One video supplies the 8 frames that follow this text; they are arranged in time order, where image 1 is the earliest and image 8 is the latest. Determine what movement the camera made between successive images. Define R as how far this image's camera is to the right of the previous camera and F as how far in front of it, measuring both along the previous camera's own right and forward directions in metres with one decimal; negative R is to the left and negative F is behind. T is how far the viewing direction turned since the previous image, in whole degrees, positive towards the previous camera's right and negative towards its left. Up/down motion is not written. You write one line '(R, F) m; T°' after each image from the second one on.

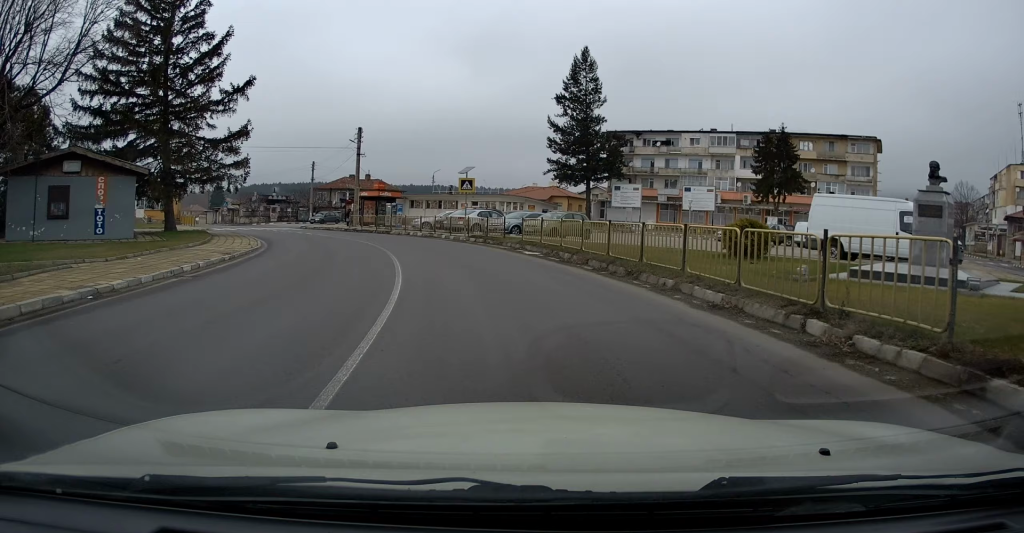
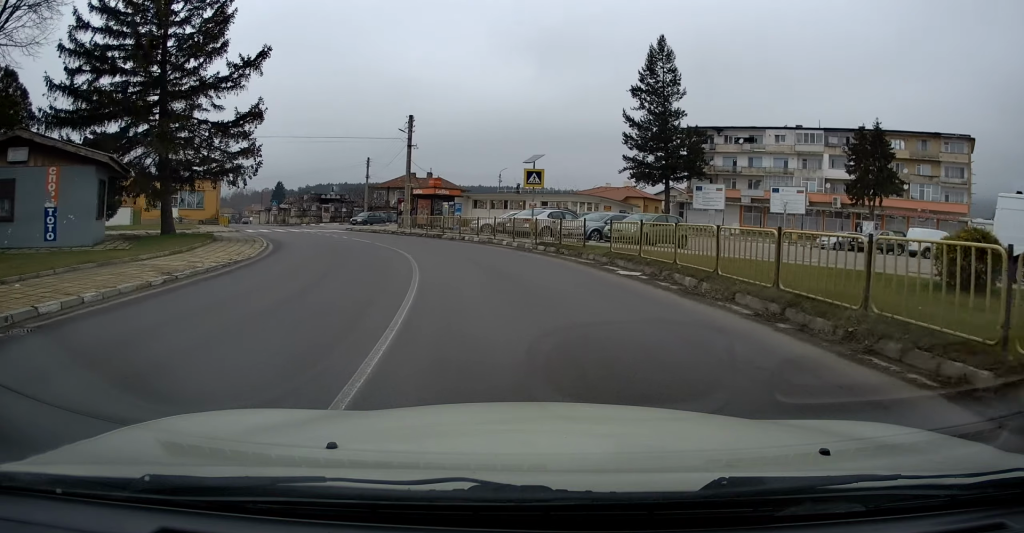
(-0.2, +6.3) m; -5°
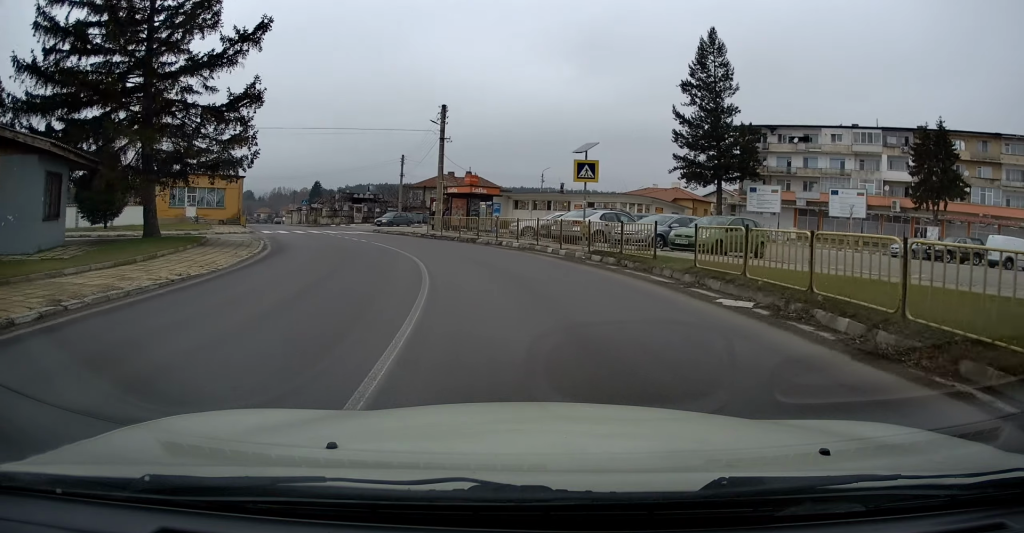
(0.0, +4.2) m; -3°
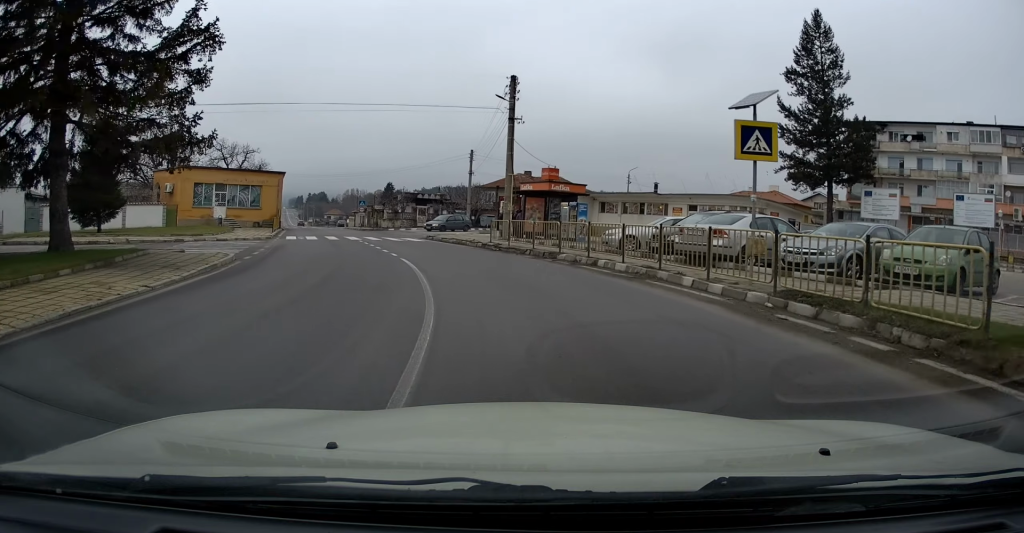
(-0.6, +8.7) m; -6°
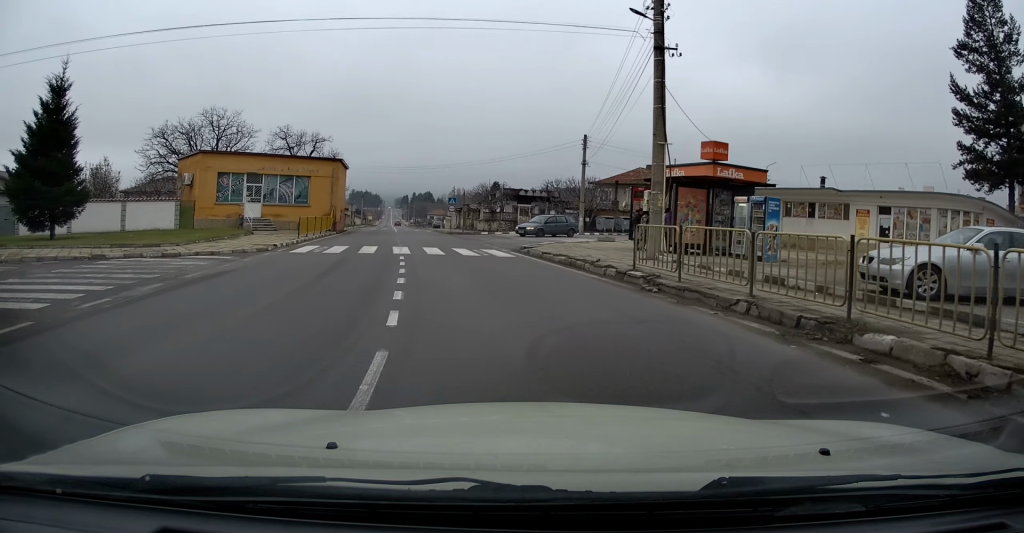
(-0.6, +12.2) m; -8°
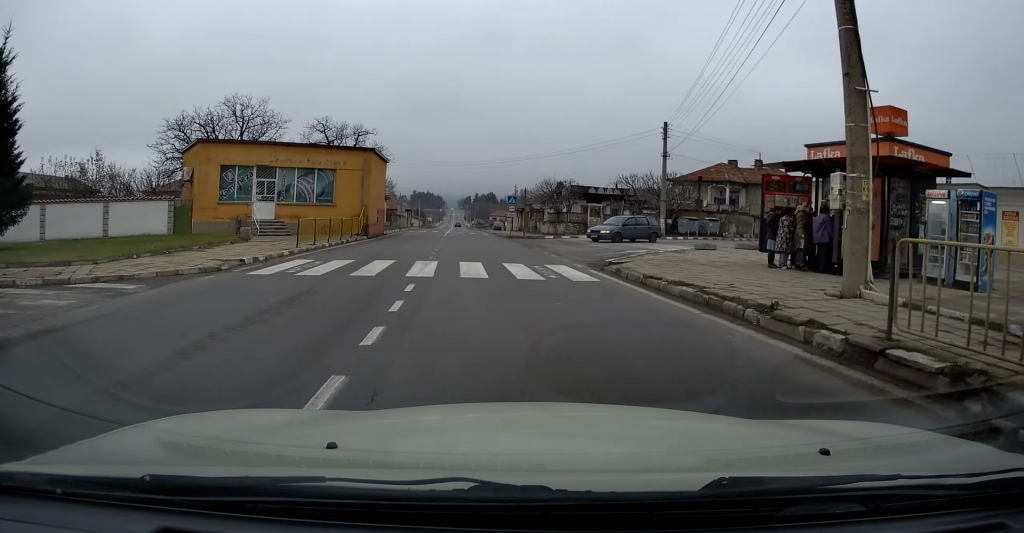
(-0.6, +7.2) m; -4°
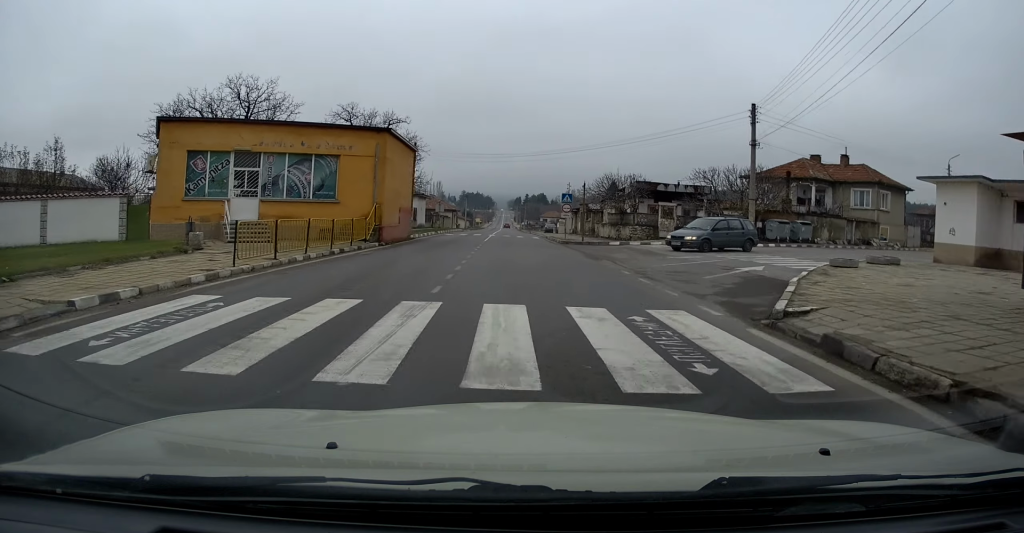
(-0.3, +7.8) m; -2°
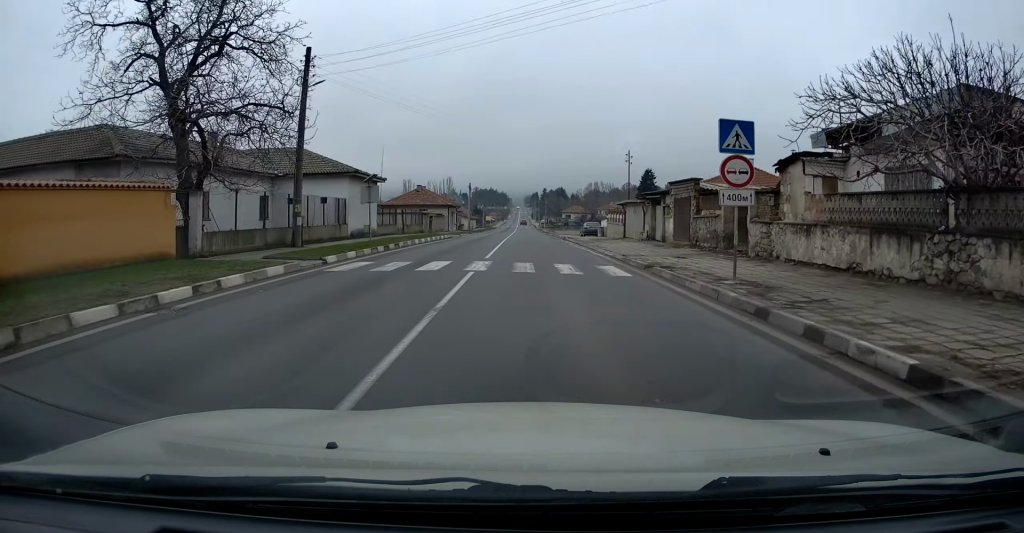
(-0.8, +32.0) m; -1°
